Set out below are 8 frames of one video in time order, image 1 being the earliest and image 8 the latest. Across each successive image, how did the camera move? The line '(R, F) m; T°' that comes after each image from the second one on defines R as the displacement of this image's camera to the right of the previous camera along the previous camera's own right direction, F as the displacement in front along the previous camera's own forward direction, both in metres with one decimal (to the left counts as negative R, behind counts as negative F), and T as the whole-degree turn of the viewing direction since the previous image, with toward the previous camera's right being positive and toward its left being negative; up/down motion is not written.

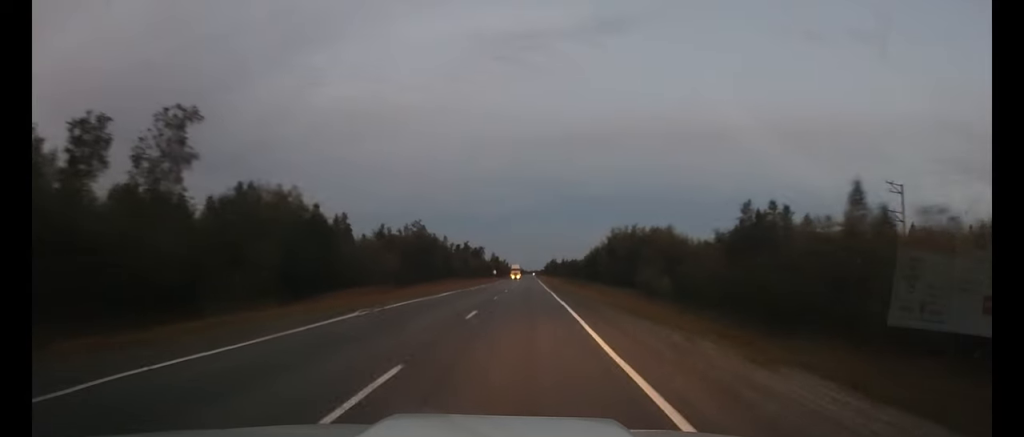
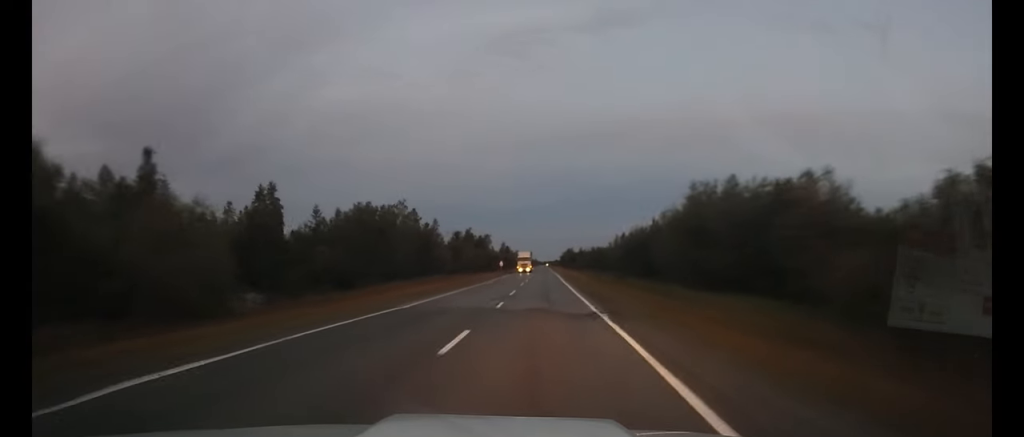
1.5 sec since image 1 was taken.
(-0.1, +31.4) m; -1°
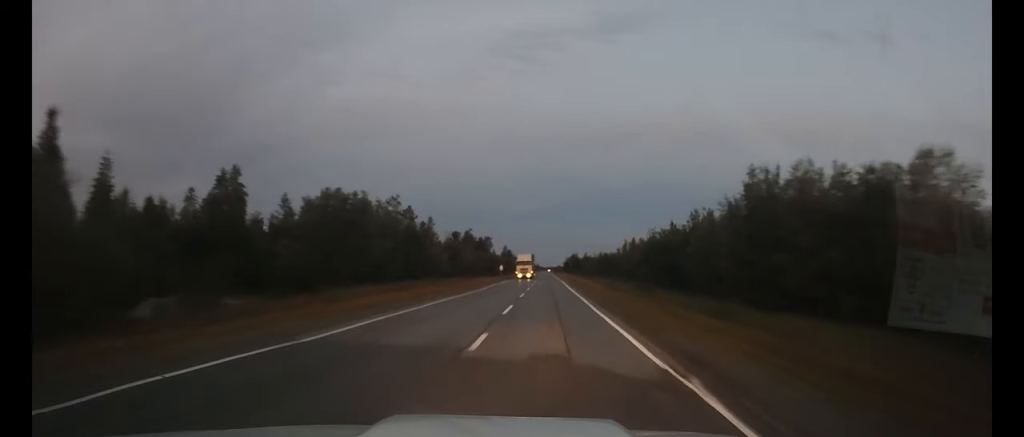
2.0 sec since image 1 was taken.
(-0.1, +10.0) m; 0°
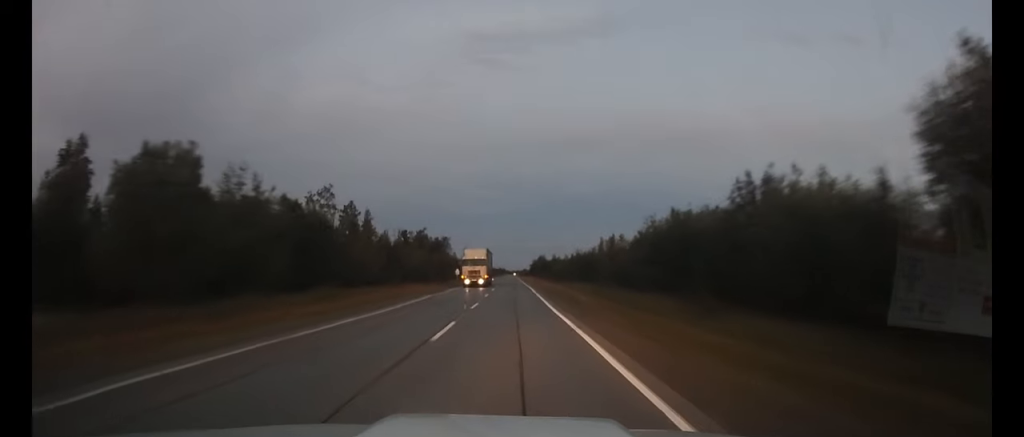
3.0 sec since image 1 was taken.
(0.0, +20.4) m; 0°
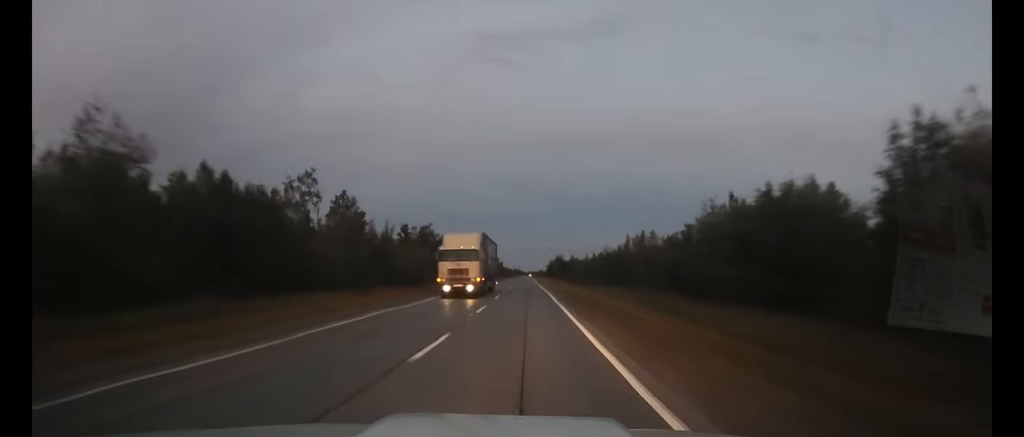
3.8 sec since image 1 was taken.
(+0.1, +14.9) m; 0°
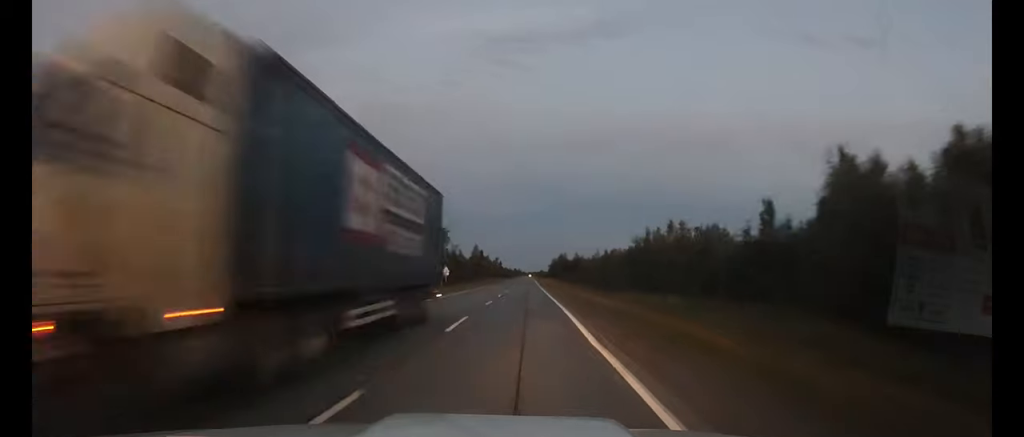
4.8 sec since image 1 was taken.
(0.0, +19.3) m; 0°
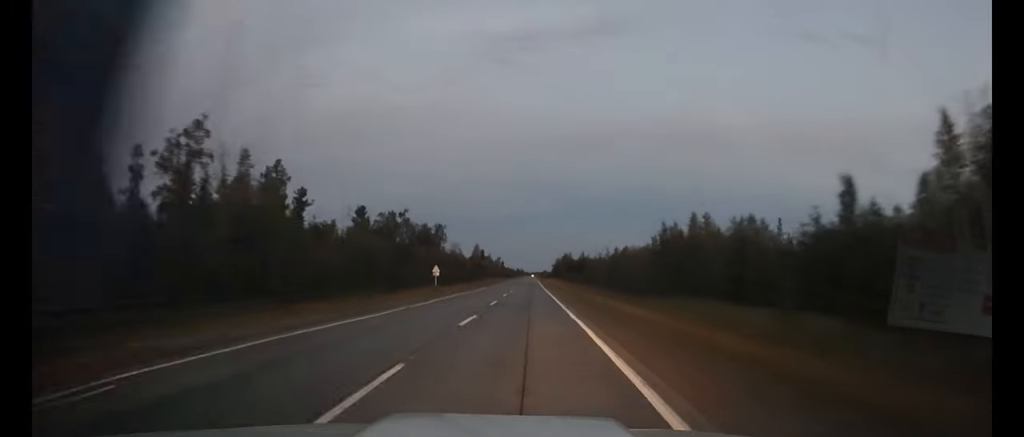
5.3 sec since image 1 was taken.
(0.0, +9.7) m; 0°
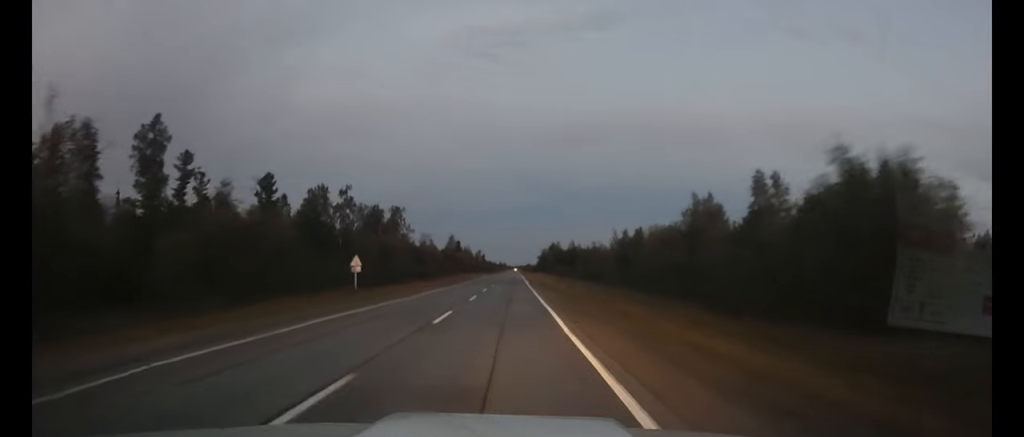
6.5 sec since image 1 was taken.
(-0.1, +23.8) m; 0°
